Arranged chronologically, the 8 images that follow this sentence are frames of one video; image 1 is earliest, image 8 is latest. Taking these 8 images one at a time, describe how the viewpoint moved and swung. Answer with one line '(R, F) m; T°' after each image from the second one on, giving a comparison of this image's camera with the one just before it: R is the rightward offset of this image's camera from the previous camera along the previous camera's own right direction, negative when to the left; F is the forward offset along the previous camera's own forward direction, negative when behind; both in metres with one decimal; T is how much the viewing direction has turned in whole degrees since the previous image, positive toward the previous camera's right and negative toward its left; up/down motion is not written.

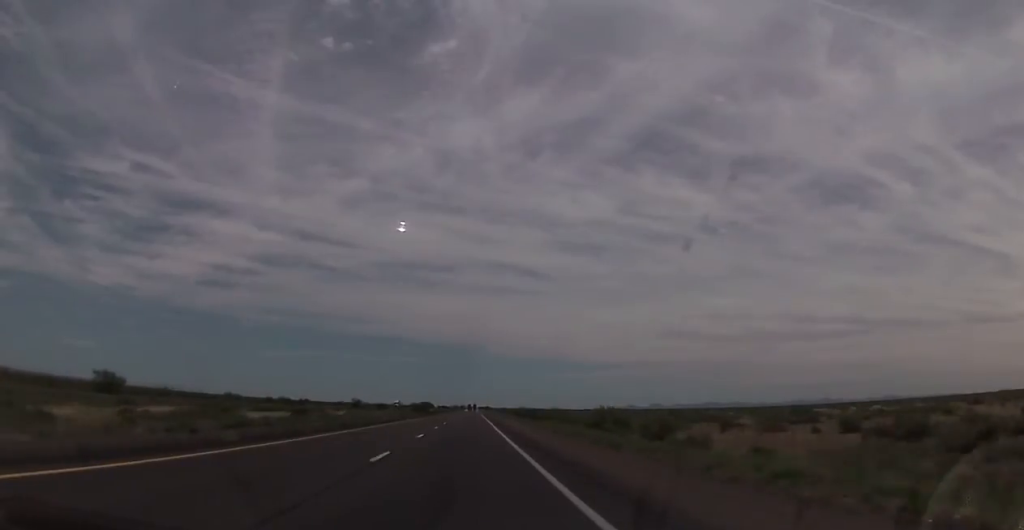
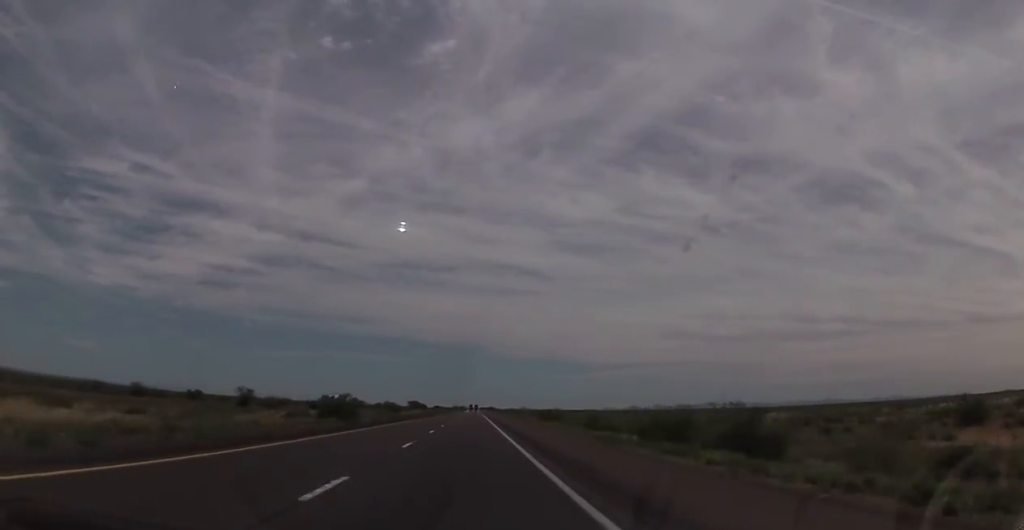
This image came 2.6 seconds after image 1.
(-2.1, +91.2) m; -2°
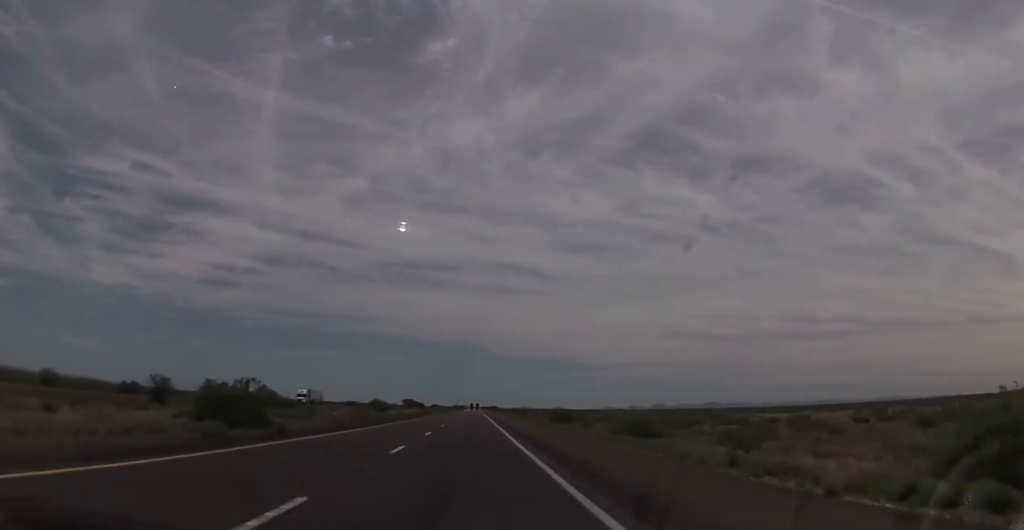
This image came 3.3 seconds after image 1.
(+0.2, +27.2) m; +1°
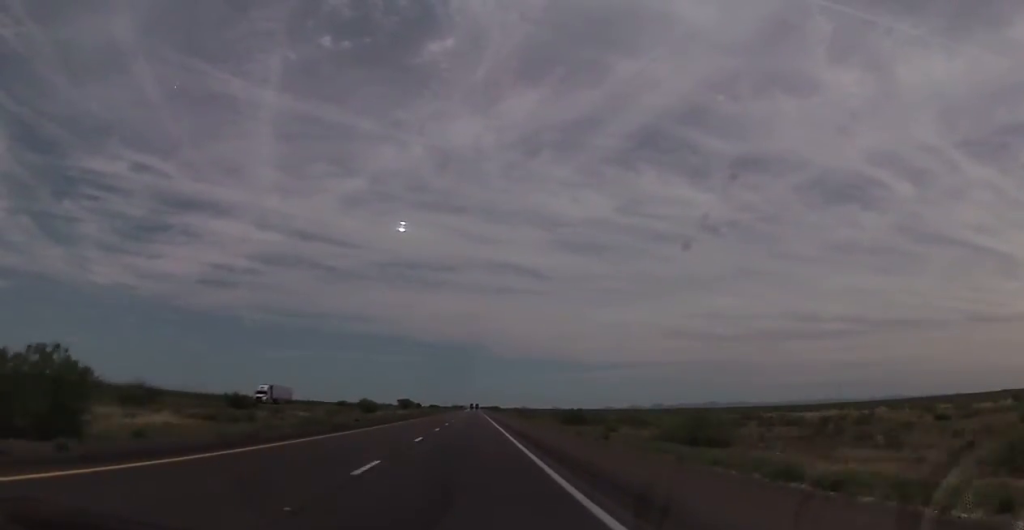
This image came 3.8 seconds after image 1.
(+0.1, +17.6) m; 0°
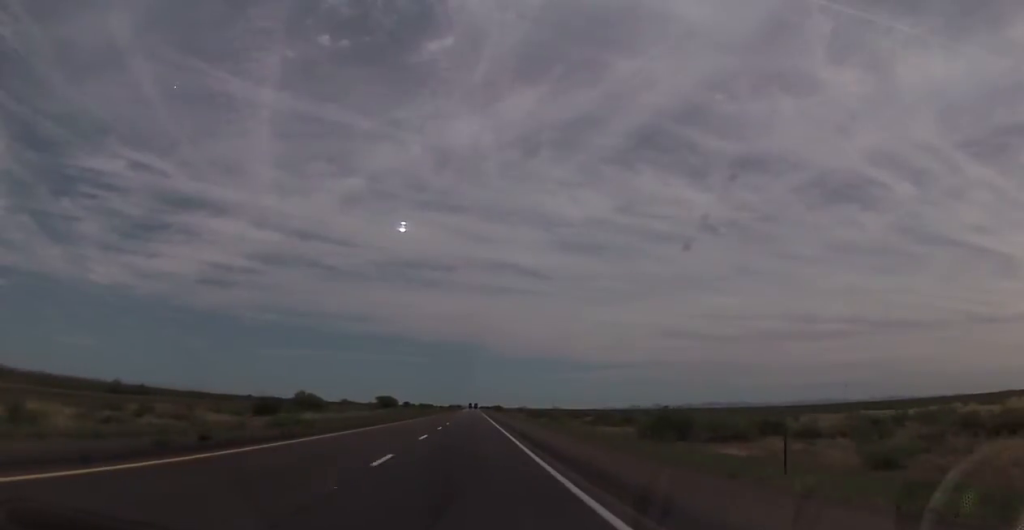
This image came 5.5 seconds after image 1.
(0.0, +58.3) m; 0°
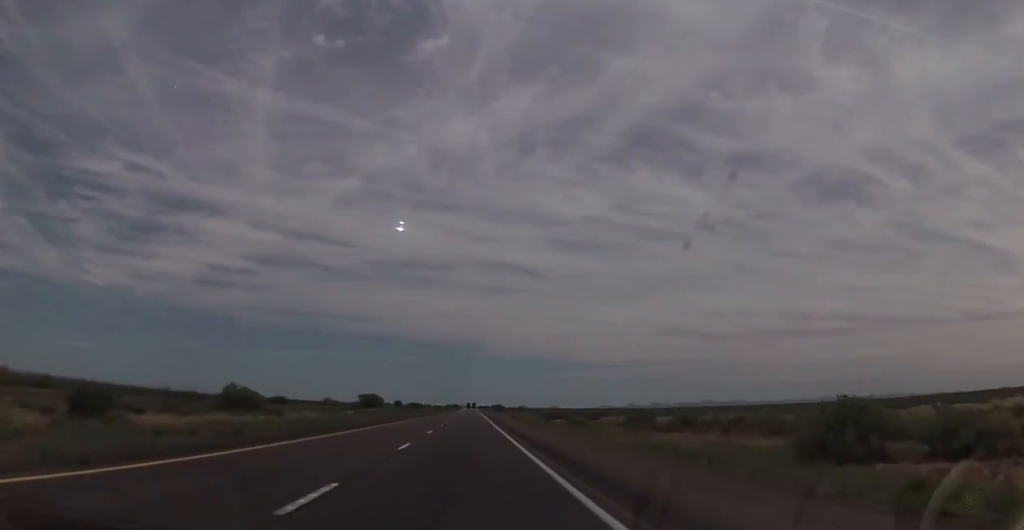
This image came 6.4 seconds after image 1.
(+0.1, +30.1) m; 0°
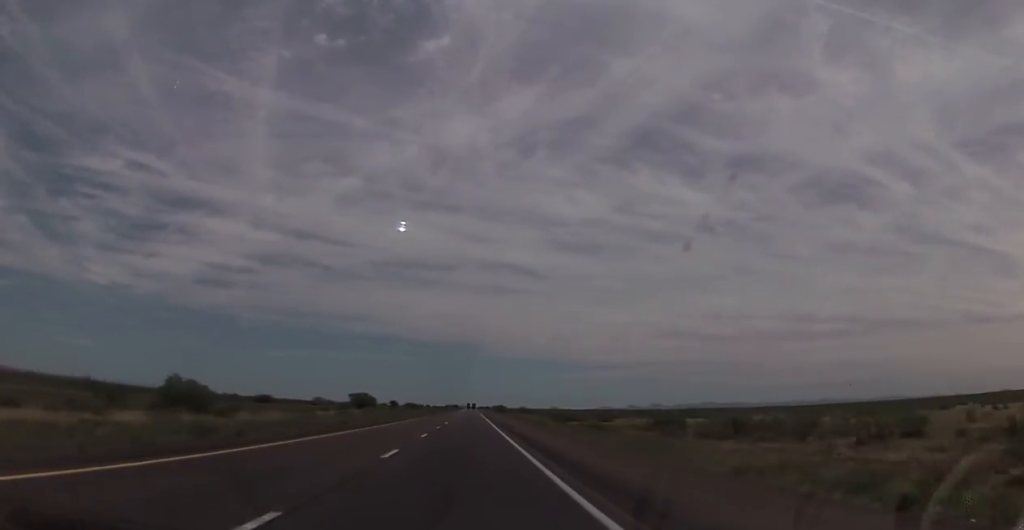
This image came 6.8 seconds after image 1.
(0.0, +14.8) m; 0°
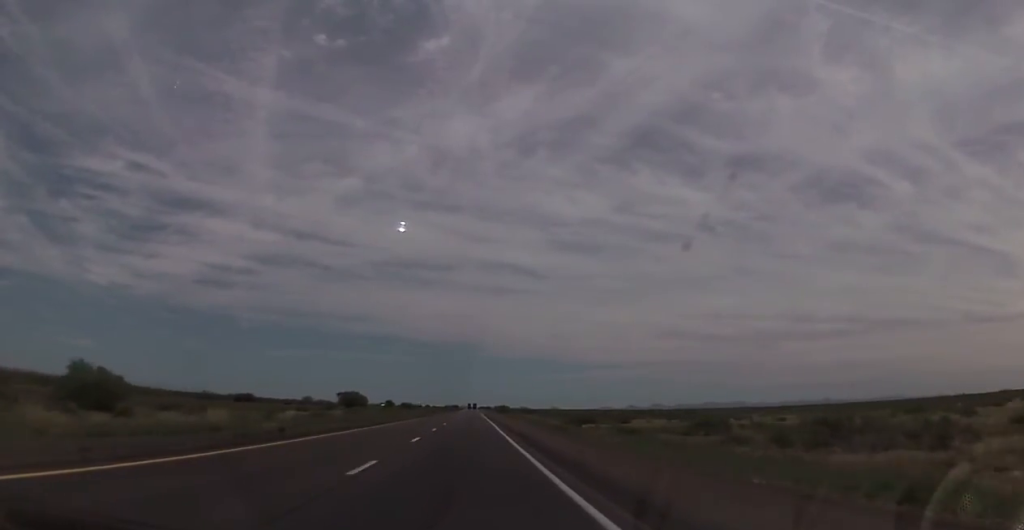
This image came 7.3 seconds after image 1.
(+0.1, +16.0) m; 0°
